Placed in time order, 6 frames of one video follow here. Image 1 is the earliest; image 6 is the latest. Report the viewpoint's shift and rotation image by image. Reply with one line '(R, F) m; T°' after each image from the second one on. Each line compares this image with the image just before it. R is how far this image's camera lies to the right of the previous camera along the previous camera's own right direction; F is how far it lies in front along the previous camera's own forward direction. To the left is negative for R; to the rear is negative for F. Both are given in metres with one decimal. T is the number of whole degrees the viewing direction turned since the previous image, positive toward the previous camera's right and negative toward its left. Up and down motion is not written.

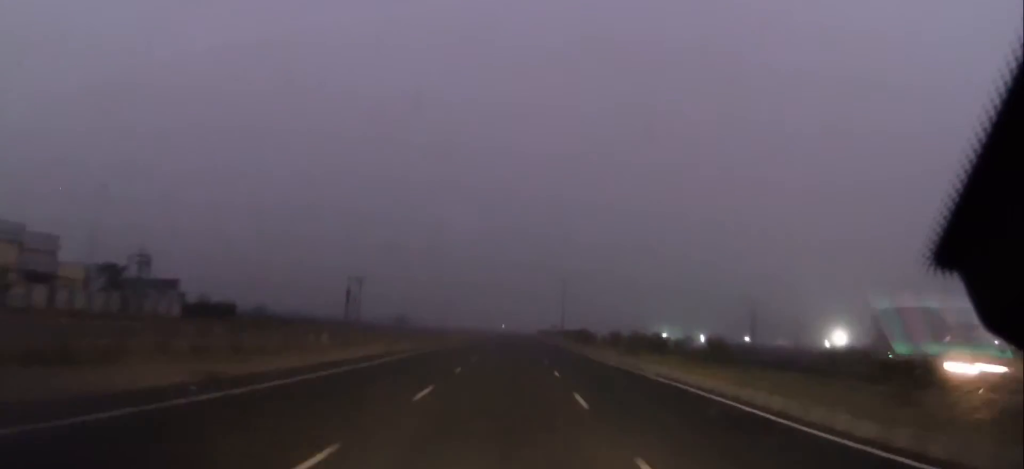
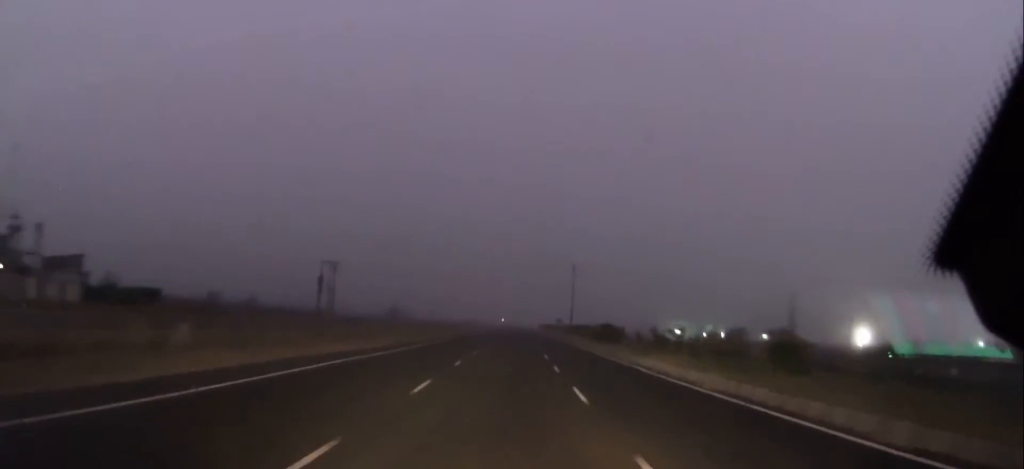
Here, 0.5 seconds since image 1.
(+0.2, +18.1) m; 0°
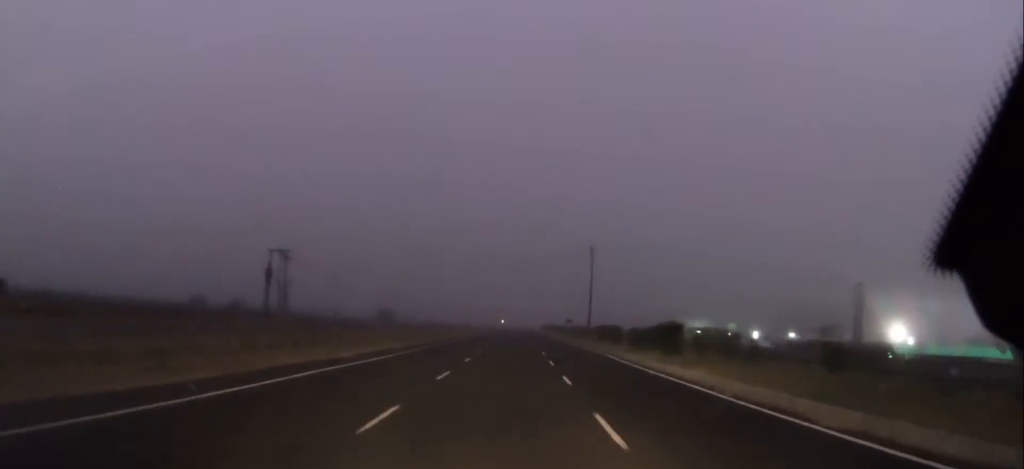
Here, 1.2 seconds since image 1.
(-0.3, +22.8) m; -1°
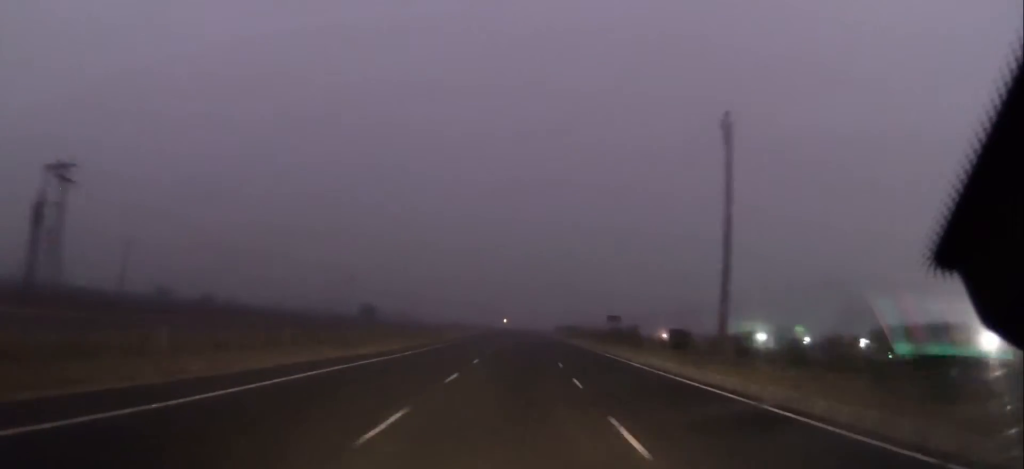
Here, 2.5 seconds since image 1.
(-0.1, +45.6) m; +1°
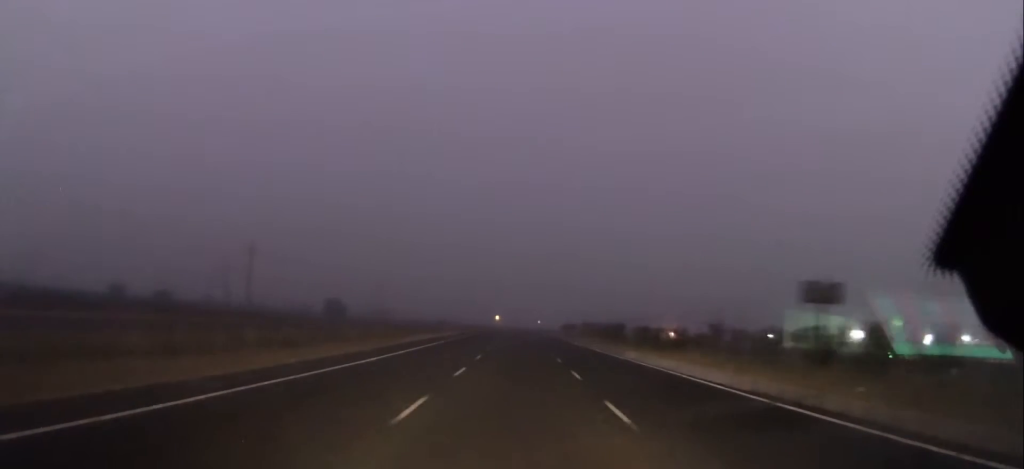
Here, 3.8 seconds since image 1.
(+0.2, +43.4) m; 0°
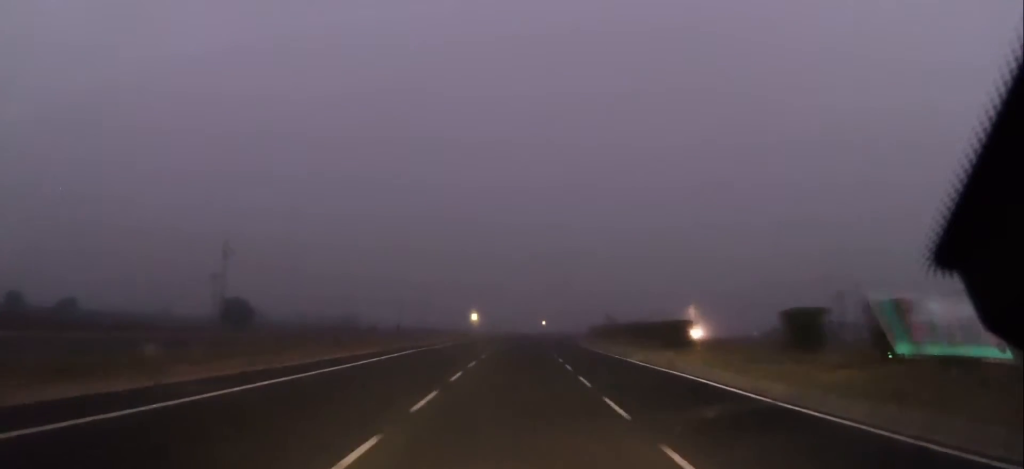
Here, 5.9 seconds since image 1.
(-0.4, +71.3) m; 0°
